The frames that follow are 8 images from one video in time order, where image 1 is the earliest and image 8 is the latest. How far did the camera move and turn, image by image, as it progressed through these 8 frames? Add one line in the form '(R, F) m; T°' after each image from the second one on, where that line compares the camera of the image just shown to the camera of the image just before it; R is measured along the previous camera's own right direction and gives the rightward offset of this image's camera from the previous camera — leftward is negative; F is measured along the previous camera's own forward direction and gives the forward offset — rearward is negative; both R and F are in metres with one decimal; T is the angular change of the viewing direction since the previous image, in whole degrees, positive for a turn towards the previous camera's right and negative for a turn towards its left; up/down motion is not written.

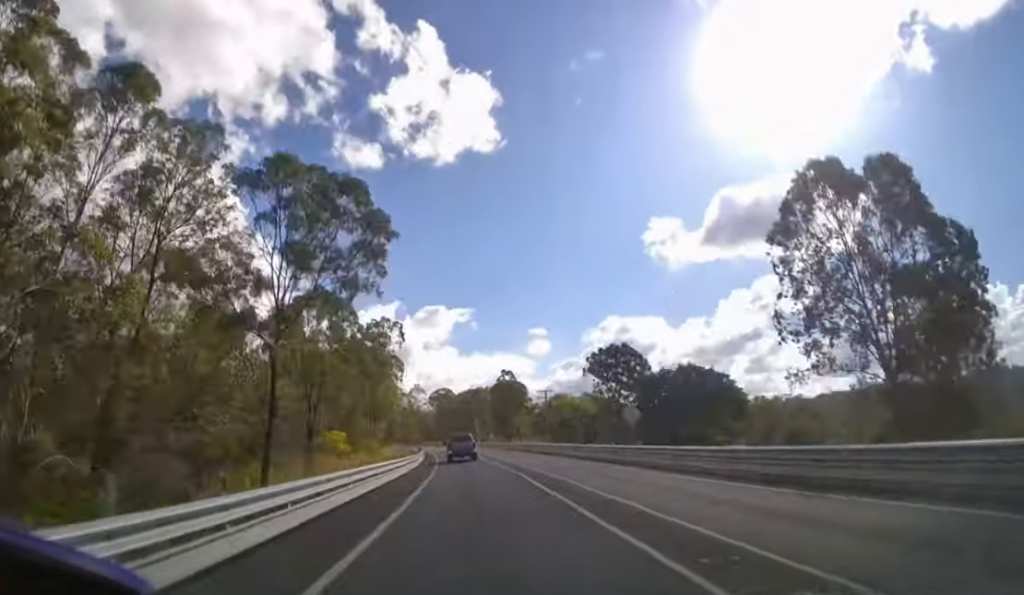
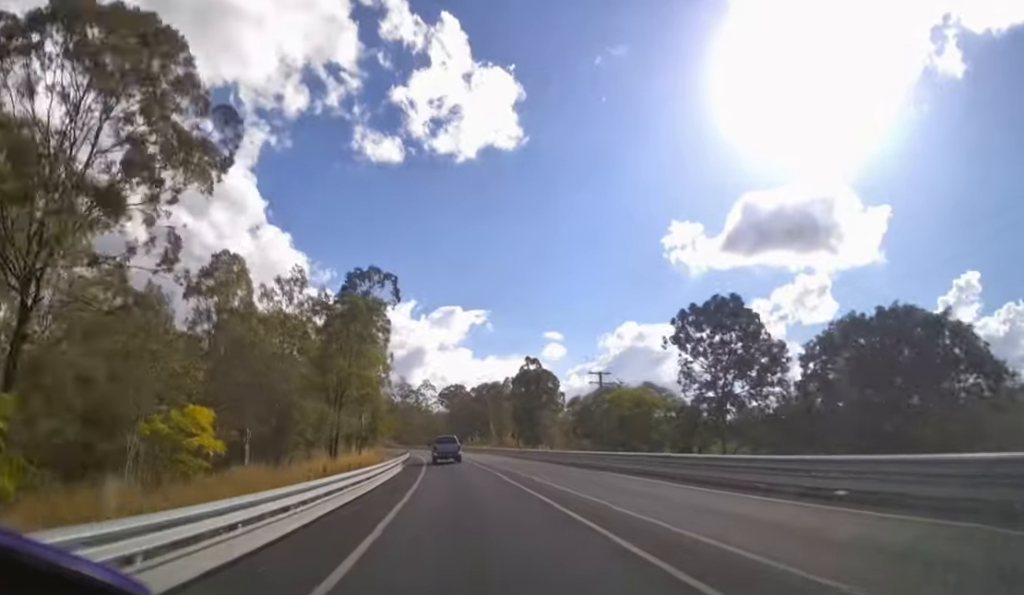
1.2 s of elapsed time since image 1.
(-0.3, +21.1) m; -2°
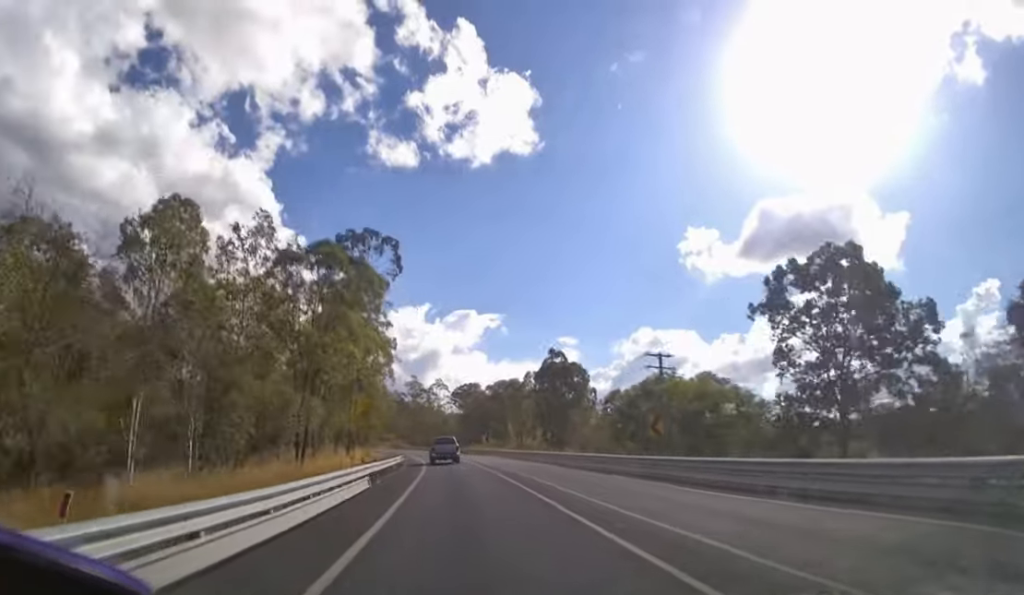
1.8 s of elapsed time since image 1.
(0.0, +10.0) m; -1°
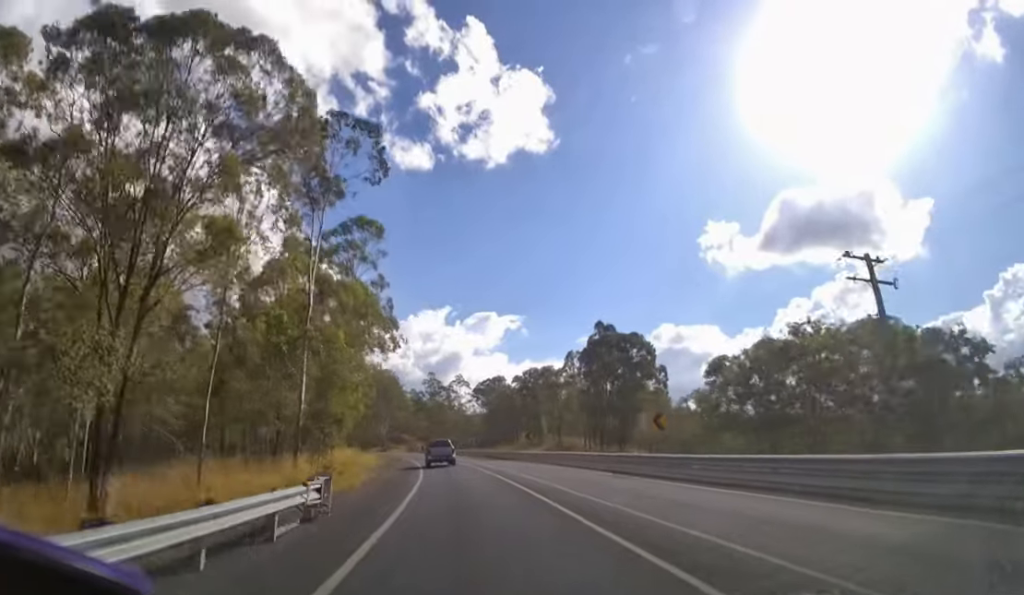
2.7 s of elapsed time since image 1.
(-0.2, +19.0) m; -2°
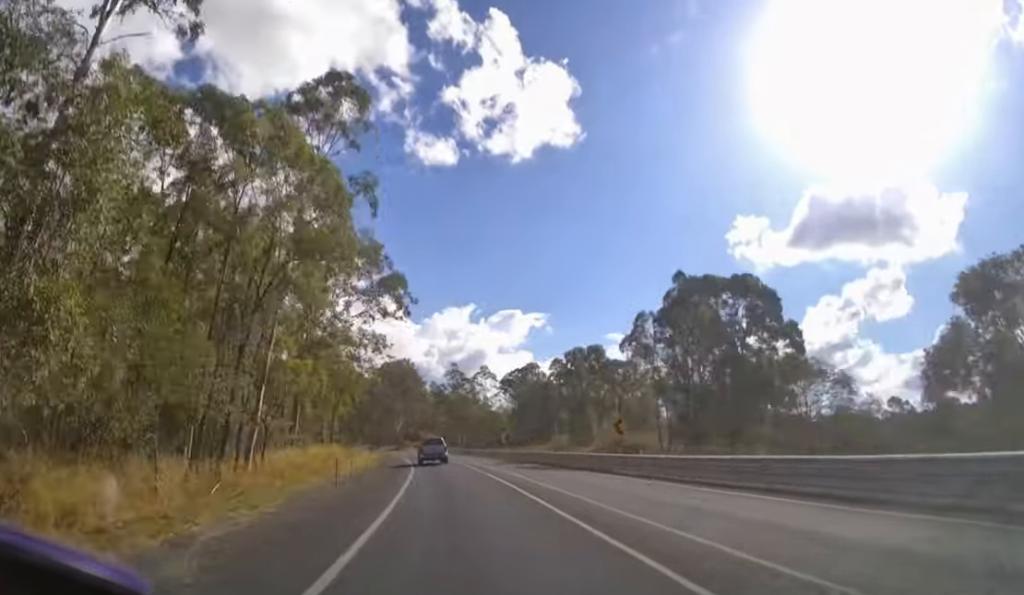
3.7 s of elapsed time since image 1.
(-0.4, +20.6) m; -3°
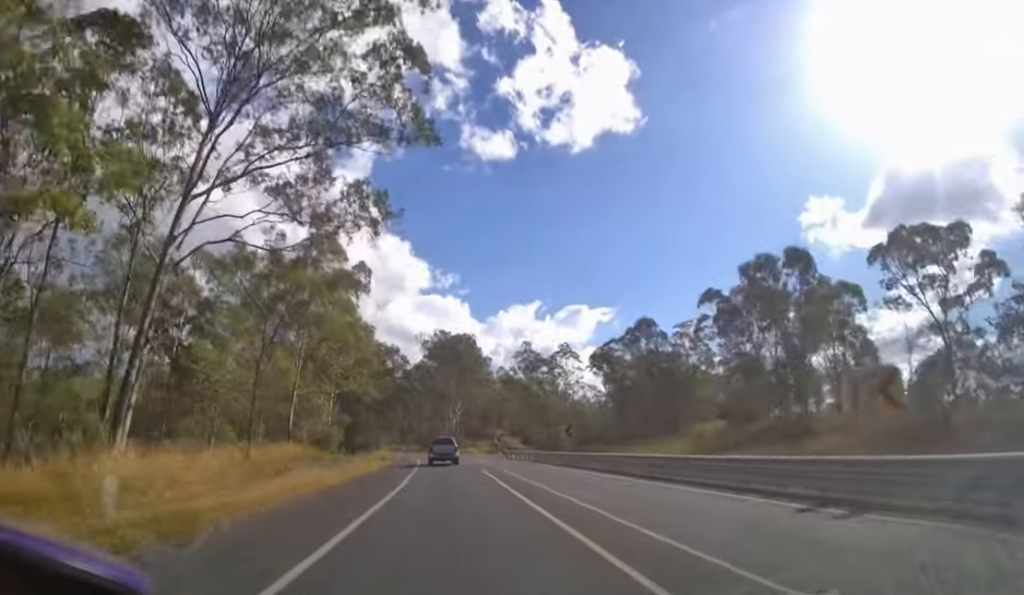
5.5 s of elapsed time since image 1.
(-2.8, +43.2) m; -8°
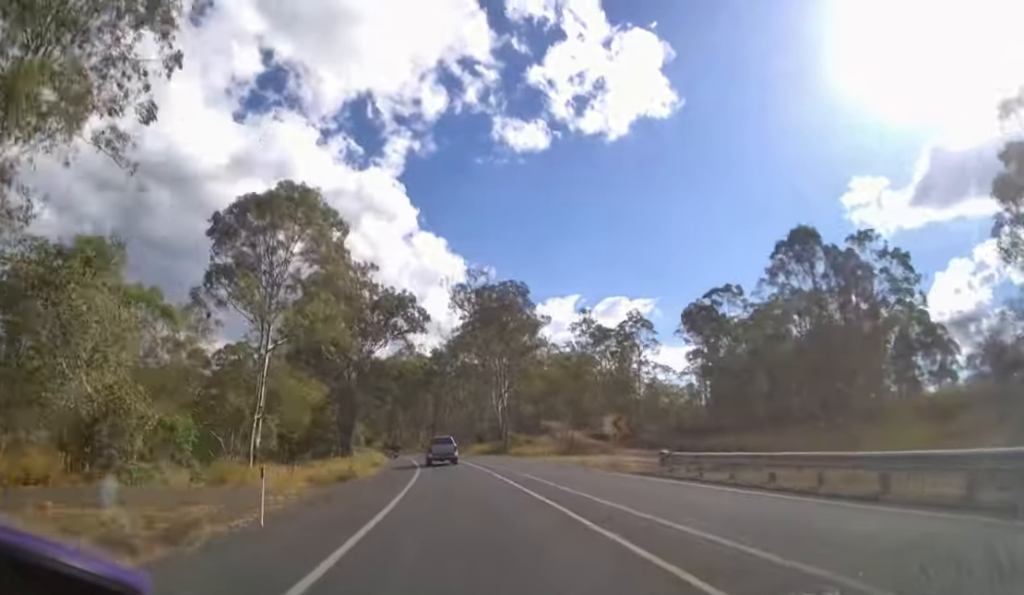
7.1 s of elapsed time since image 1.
(-2.1, +40.0) m; -6°
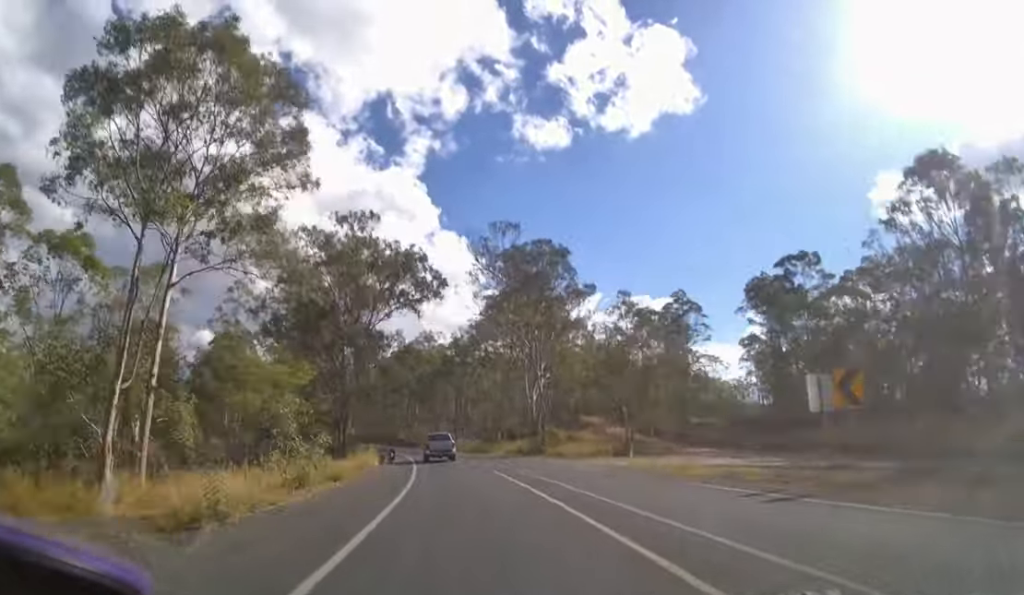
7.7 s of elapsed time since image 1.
(-0.2, +16.5) m; -3°
